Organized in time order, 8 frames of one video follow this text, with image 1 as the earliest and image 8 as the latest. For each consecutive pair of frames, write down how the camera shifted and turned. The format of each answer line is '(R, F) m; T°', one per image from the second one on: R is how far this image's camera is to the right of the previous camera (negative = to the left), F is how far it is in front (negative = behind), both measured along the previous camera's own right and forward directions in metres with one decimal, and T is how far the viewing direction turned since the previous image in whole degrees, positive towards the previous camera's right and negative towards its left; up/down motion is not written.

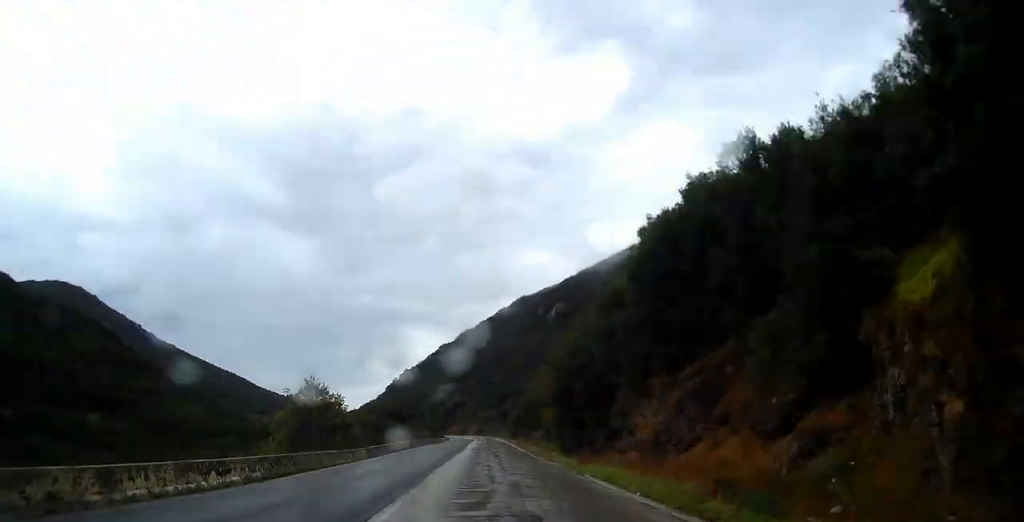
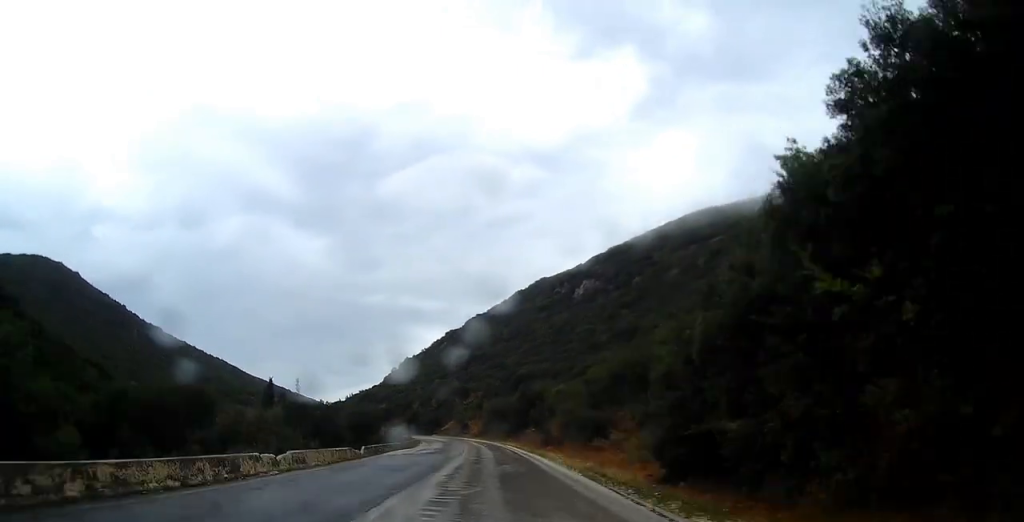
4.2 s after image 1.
(+1.2, +75.7) m; -3°
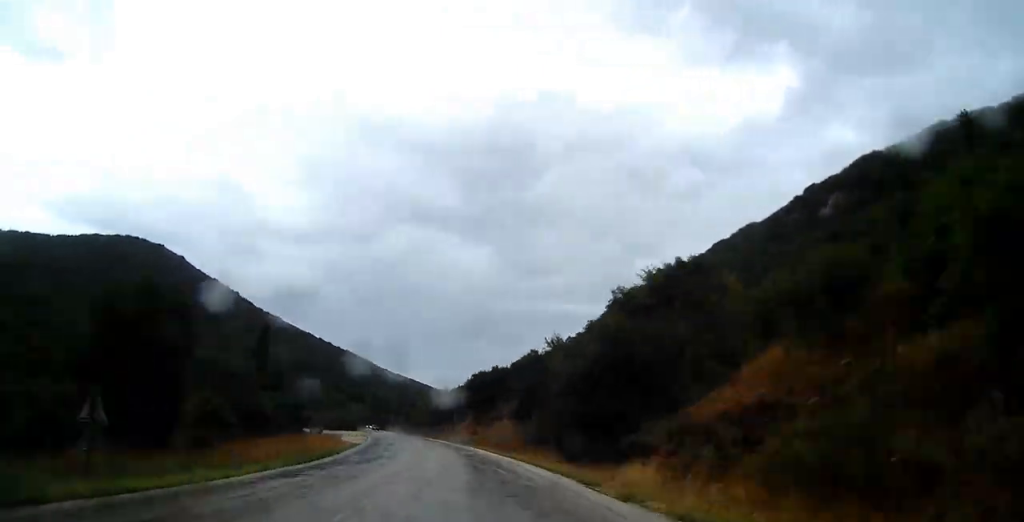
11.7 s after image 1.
(-14.6, +136.4) m; -16°
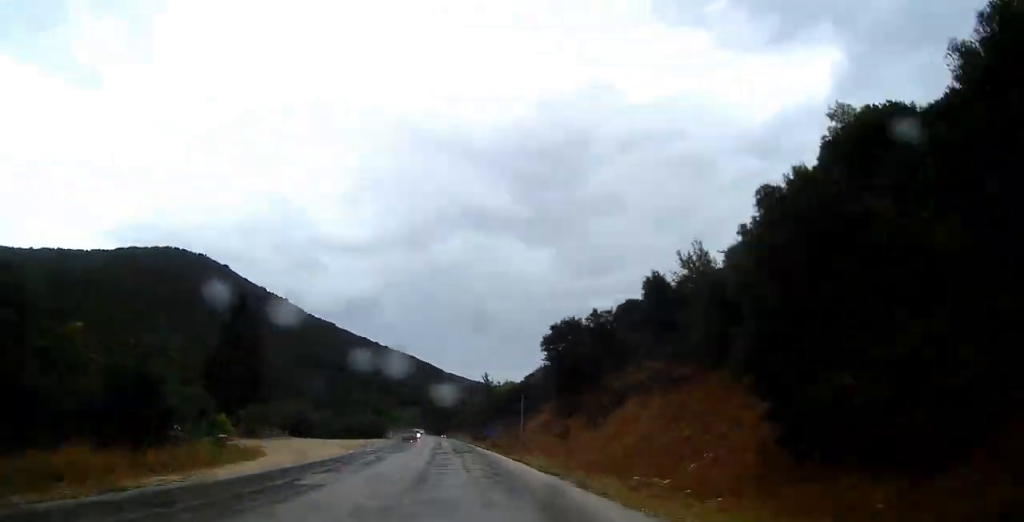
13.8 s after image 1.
(-3.9, +40.3) m; -3°
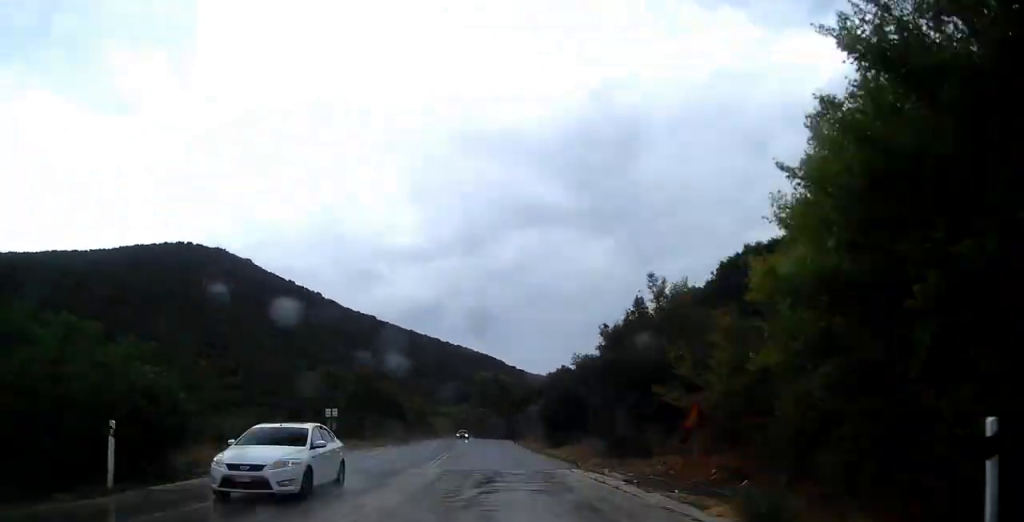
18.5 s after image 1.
(-5.6, +87.7) m; -3°
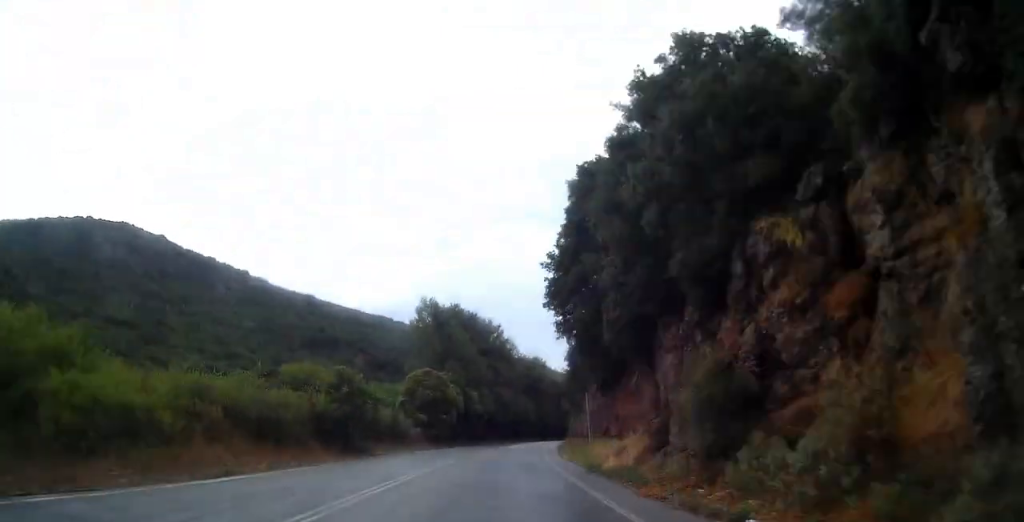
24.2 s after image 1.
(+2.9, +108.6) m; +7°
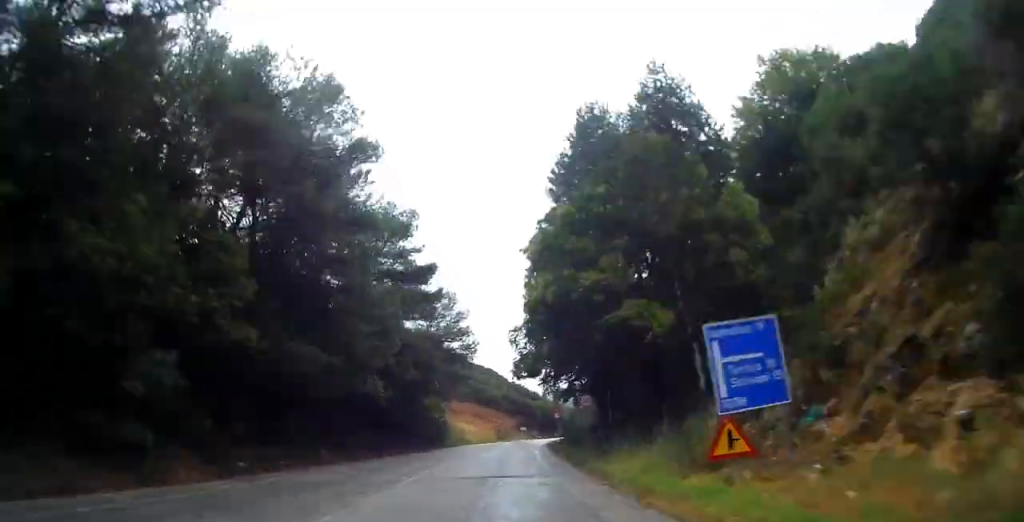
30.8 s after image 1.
(+13.8, +130.2) m; +13°
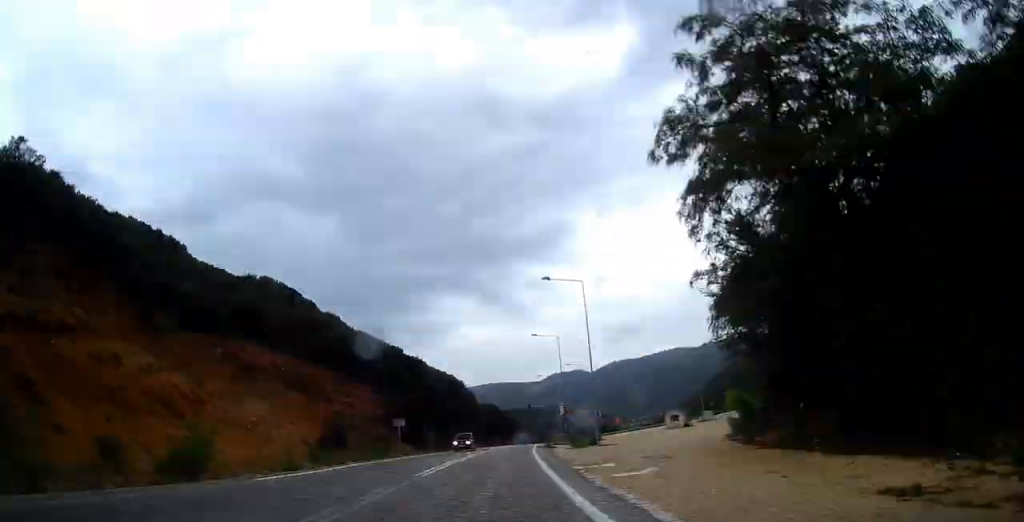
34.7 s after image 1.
(+6.0, +76.1) m; +6°
